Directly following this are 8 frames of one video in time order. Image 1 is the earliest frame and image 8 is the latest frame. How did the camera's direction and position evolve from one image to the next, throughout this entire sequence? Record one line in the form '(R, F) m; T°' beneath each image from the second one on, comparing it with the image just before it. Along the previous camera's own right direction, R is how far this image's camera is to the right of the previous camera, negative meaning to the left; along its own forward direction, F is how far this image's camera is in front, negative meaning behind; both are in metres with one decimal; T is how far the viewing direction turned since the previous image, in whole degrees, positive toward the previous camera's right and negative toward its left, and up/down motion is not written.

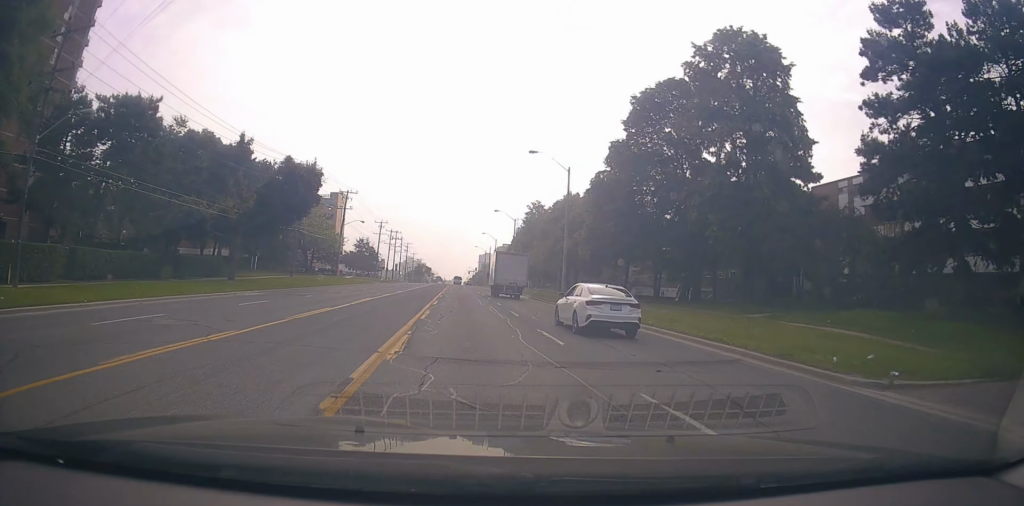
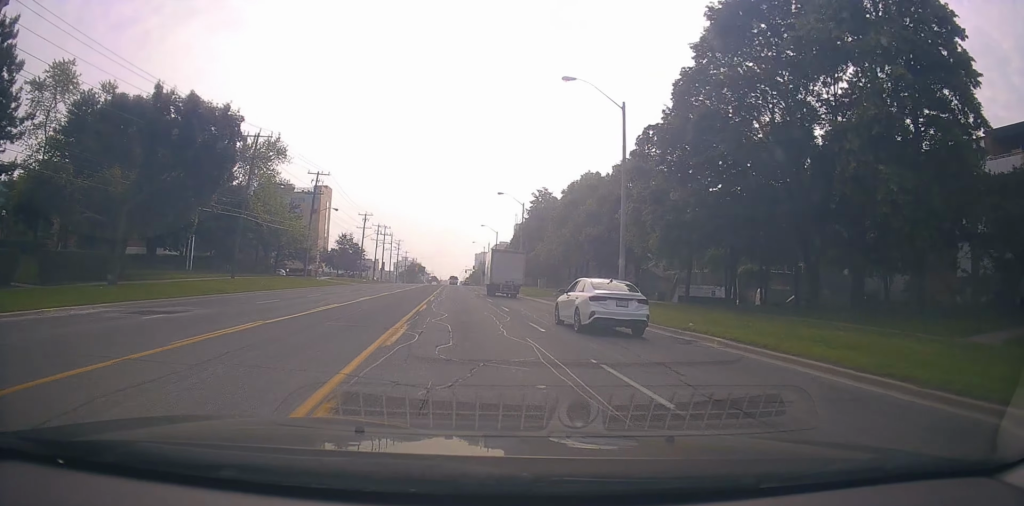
(-0.6, +15.8) m; -2°
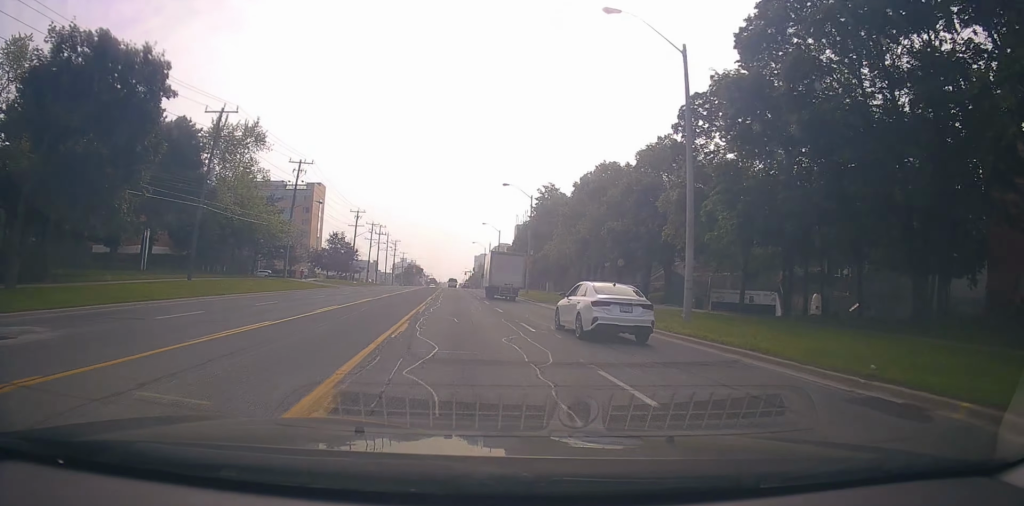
(0.0, +8.1) m; 0°
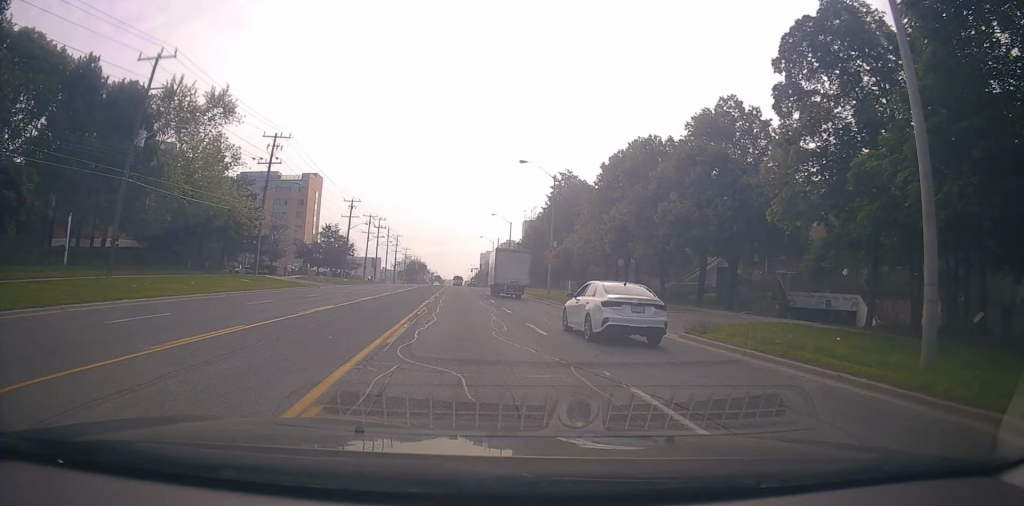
(+0.4, +11.0) m; 0°
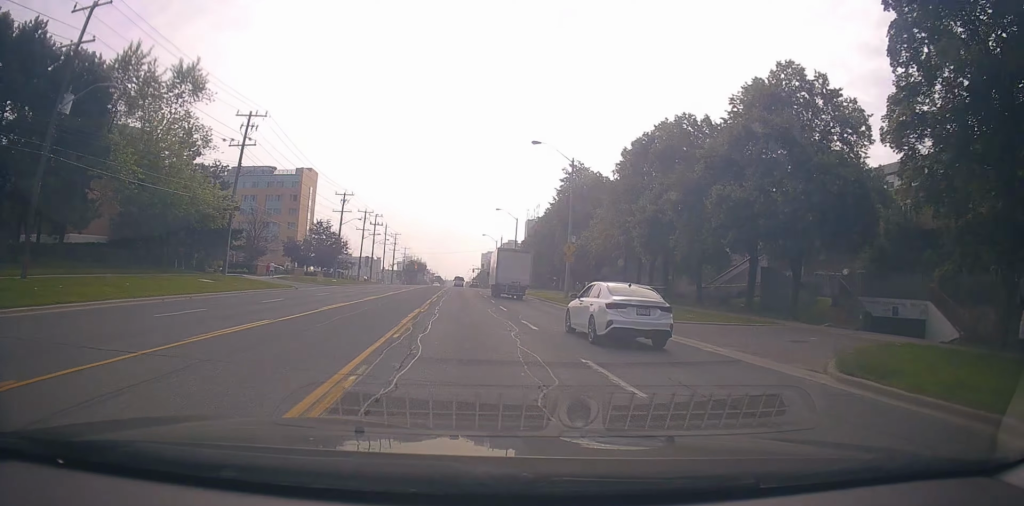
(-0.4, +7.5) m; -1°
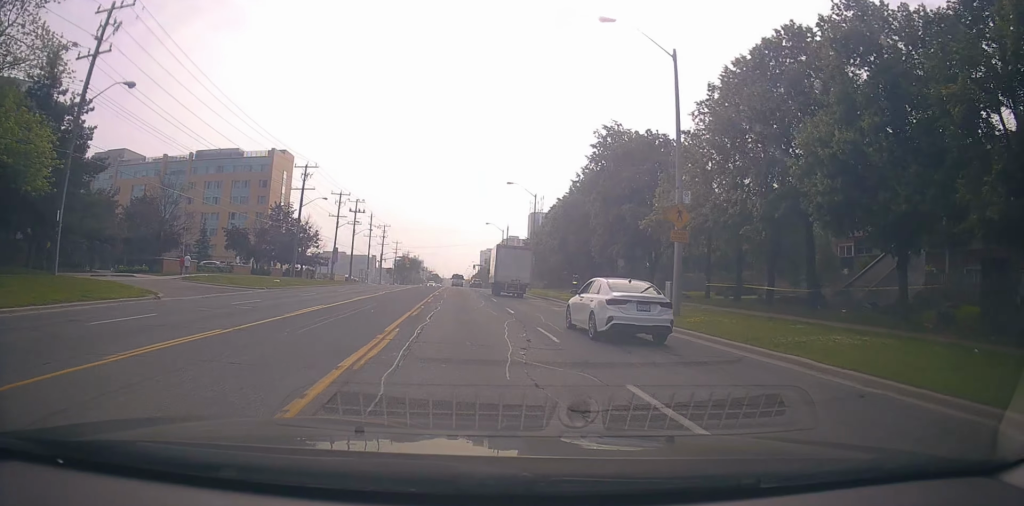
(+0.4, +21.5) m; +1°
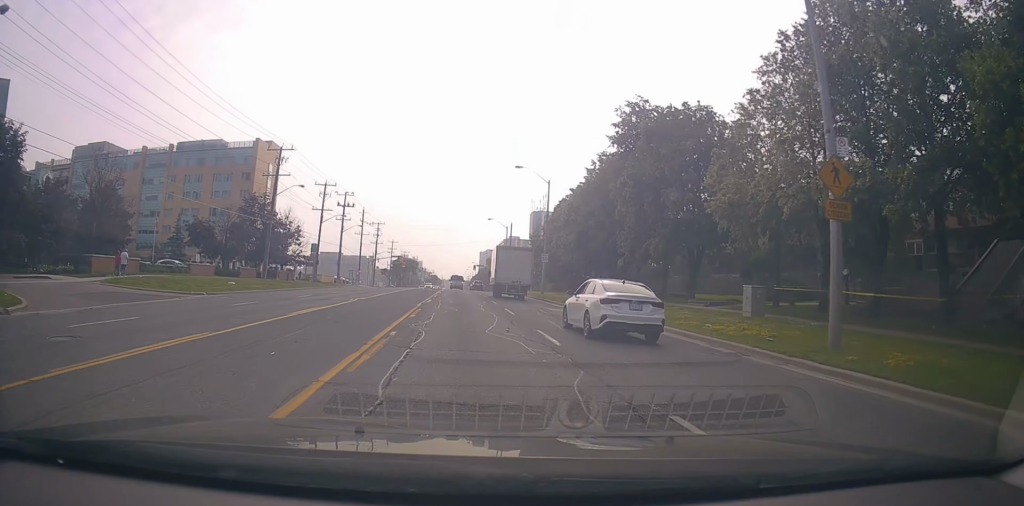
(0.0, +9.7) m; -1°
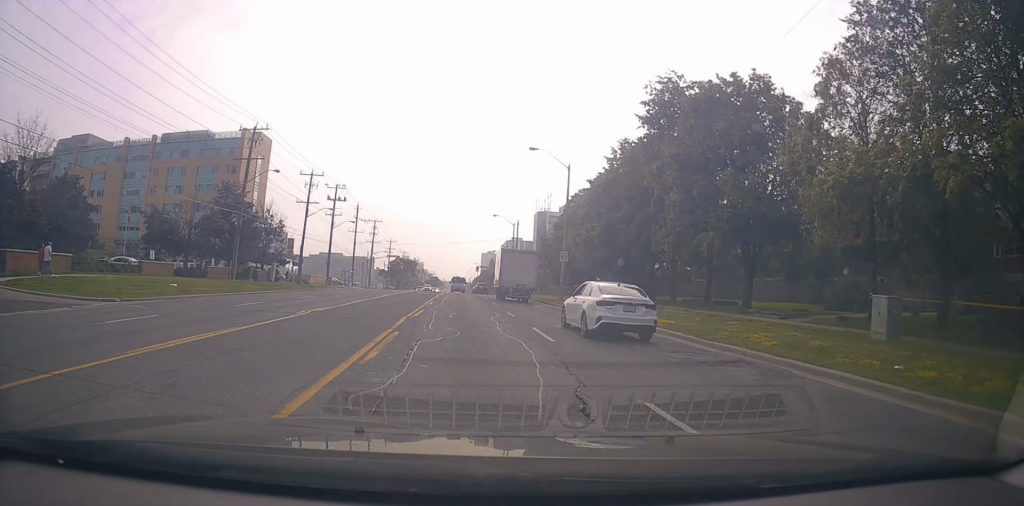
(-0.1, +8.6) m; 0°
